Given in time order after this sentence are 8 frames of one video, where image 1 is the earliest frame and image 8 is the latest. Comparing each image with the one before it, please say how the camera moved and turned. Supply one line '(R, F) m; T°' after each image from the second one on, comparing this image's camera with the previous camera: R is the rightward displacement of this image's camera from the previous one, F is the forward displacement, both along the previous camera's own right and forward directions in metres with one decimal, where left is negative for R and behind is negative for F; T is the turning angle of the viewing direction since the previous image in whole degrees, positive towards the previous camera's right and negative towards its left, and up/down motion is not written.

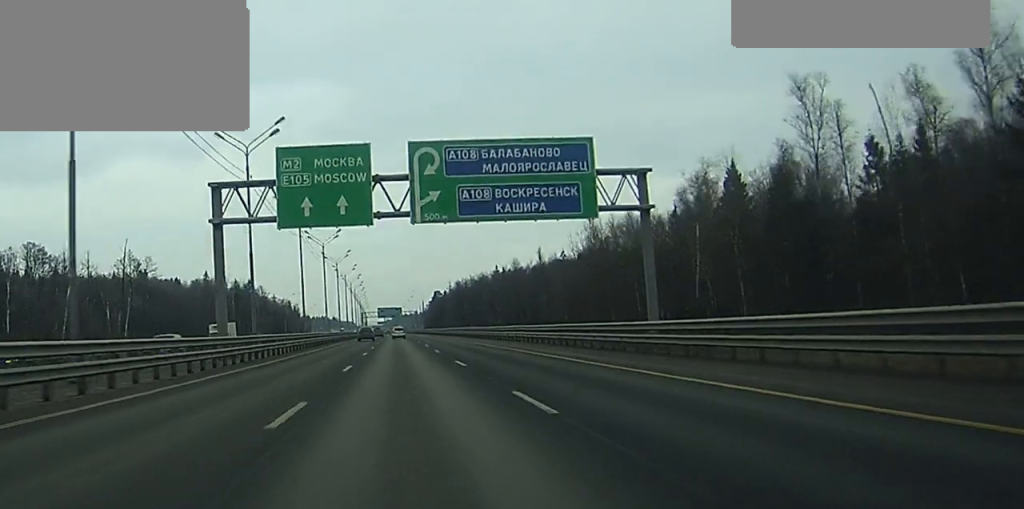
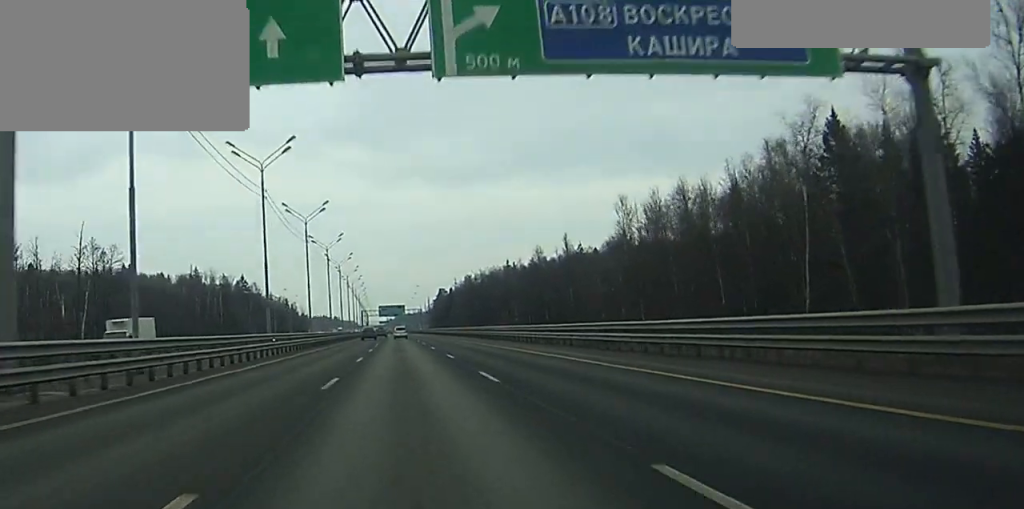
(0.0, +24.9) m; 0°
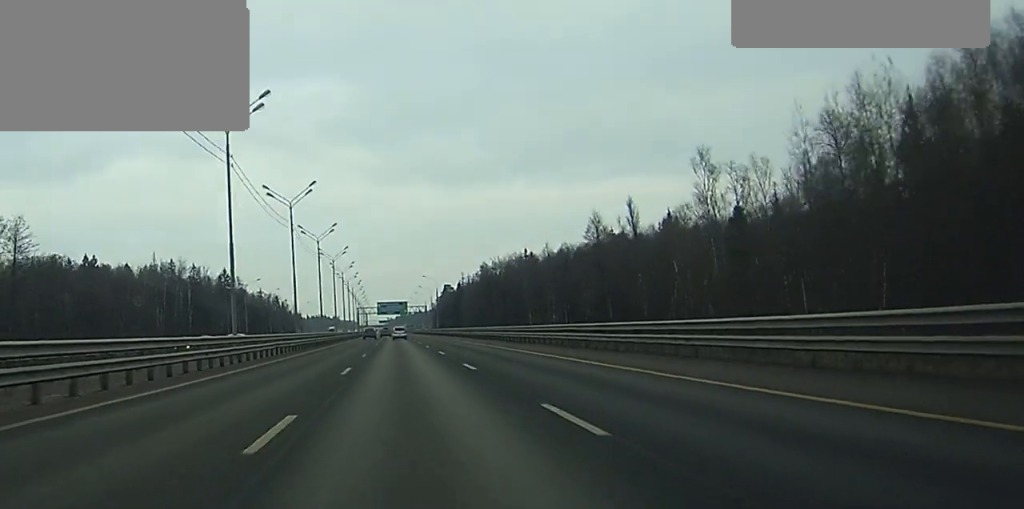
(0.0, +42.2) m; 0°
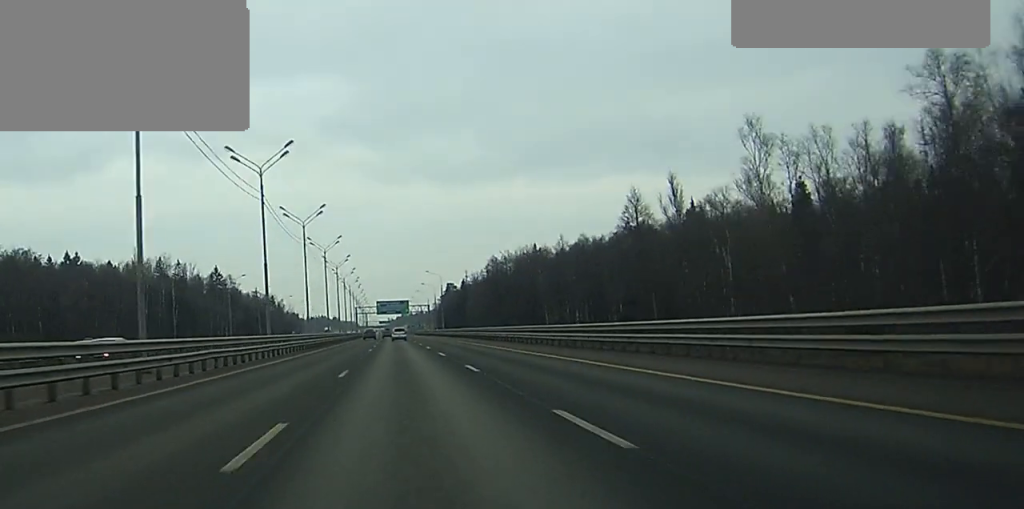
(0.0, +17.3) m; 0°
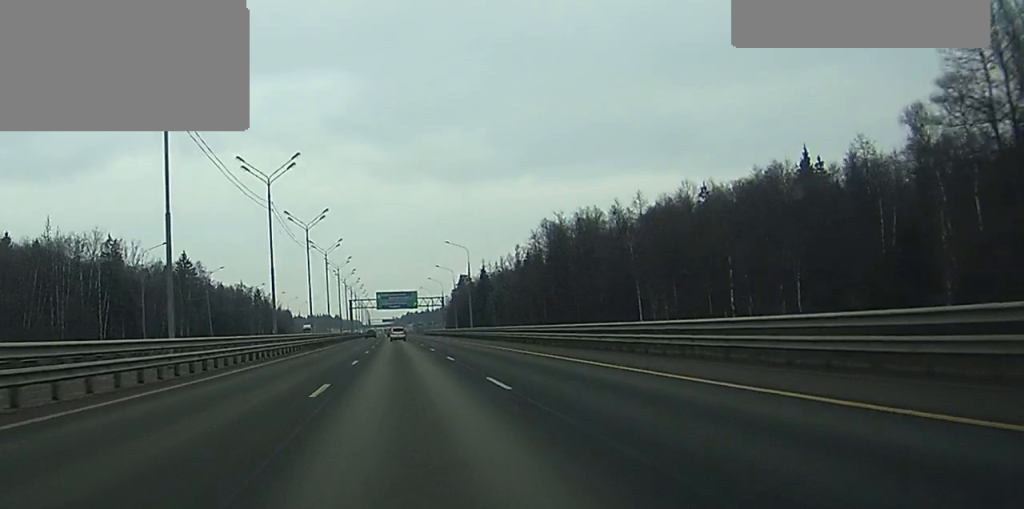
(-0.2, +55.9) m; 0°
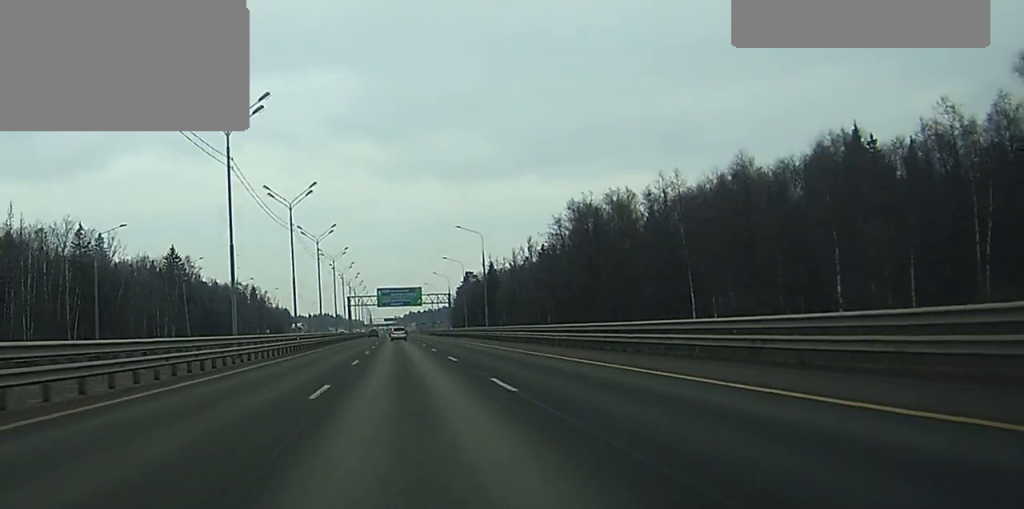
(0.0, +16.0) m; 0°
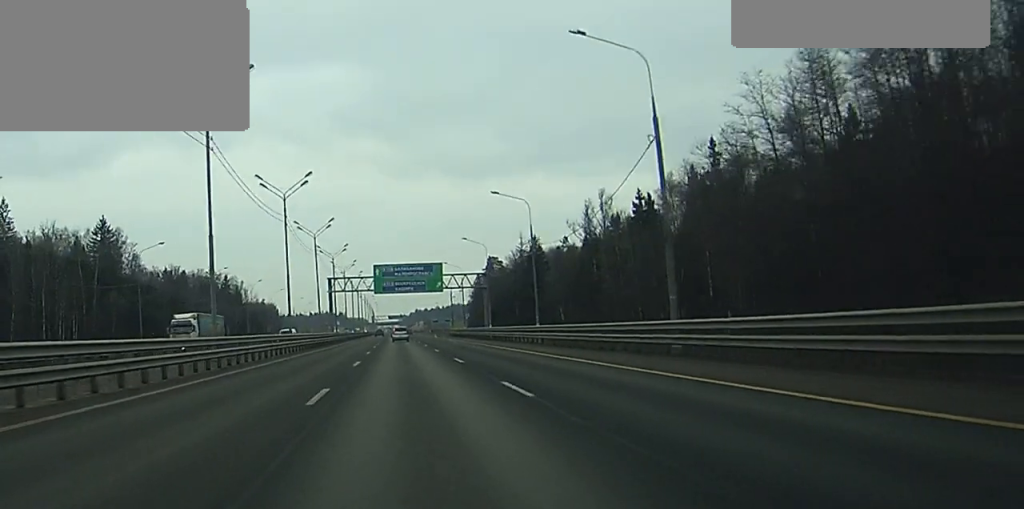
(-0.2, +65.5) m; 0°
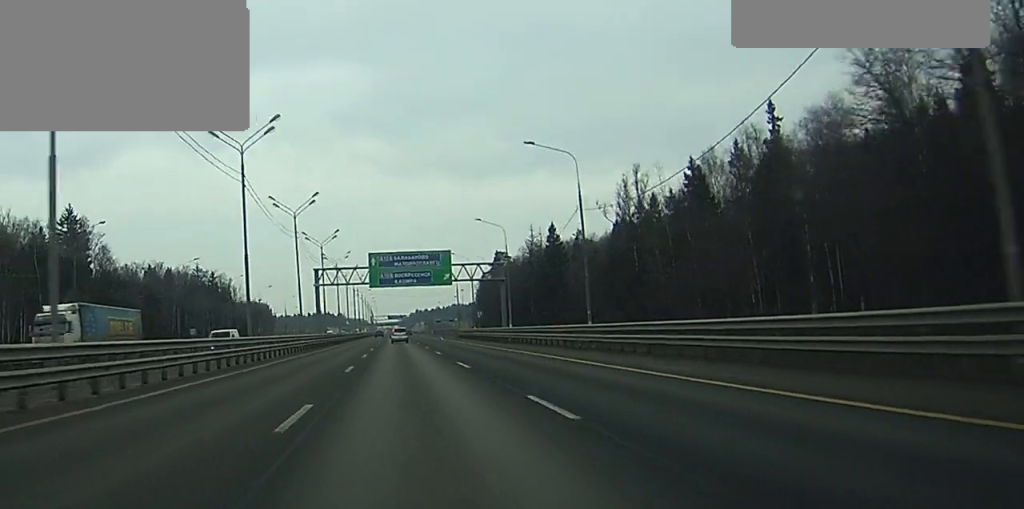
(-0.1, +19.8) m; 0°
